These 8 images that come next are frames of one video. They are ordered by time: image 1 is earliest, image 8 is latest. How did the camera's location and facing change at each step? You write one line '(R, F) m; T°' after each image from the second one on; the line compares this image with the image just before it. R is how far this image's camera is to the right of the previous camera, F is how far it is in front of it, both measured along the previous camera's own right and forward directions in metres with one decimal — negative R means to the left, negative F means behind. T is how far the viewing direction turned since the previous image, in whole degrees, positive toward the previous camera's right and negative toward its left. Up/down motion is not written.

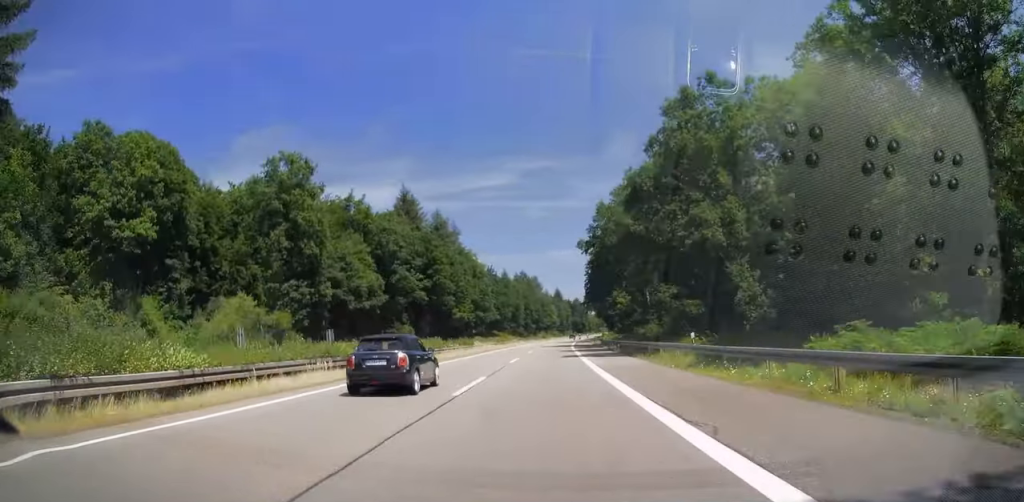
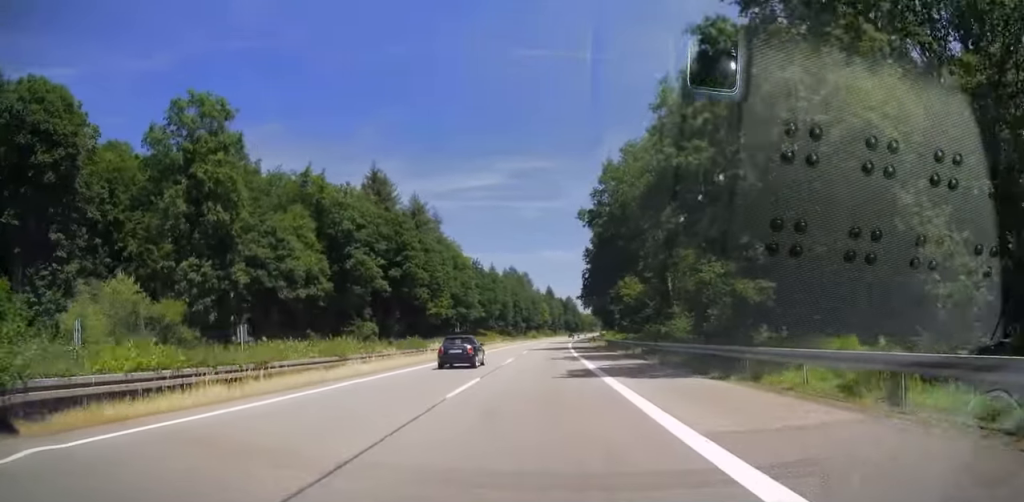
(+0.3, +18.7) m; +1°
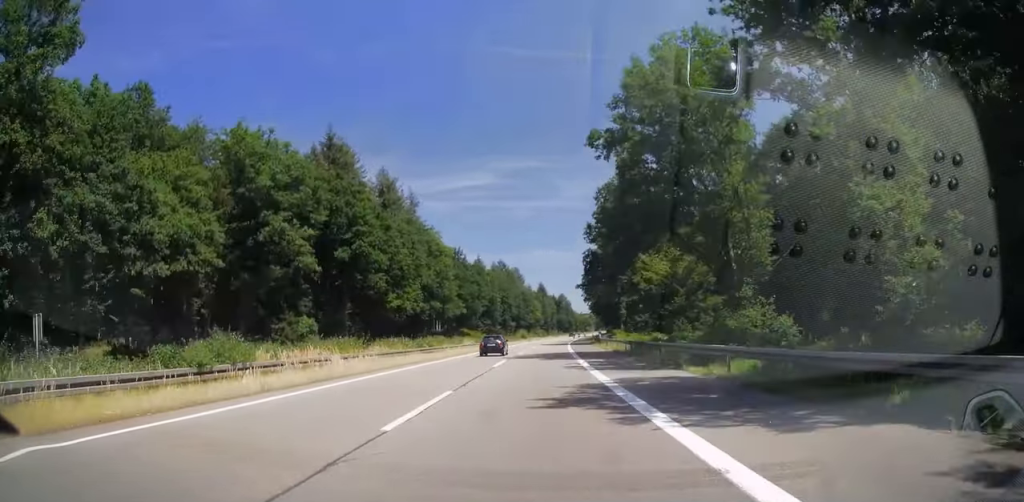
(+0.1, +22.7) m; 0°
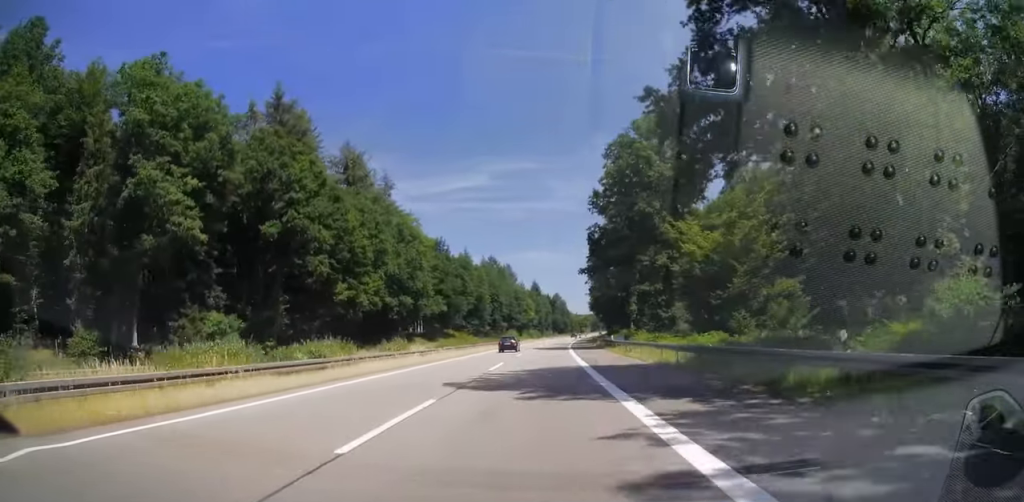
(0.0, +19.7) m; 0°
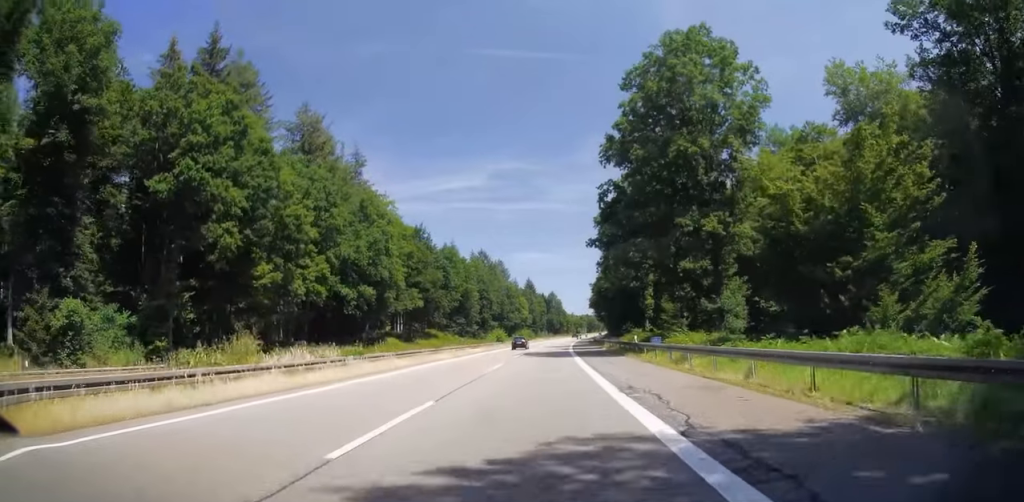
(-0.1, +18.2) m; +1°
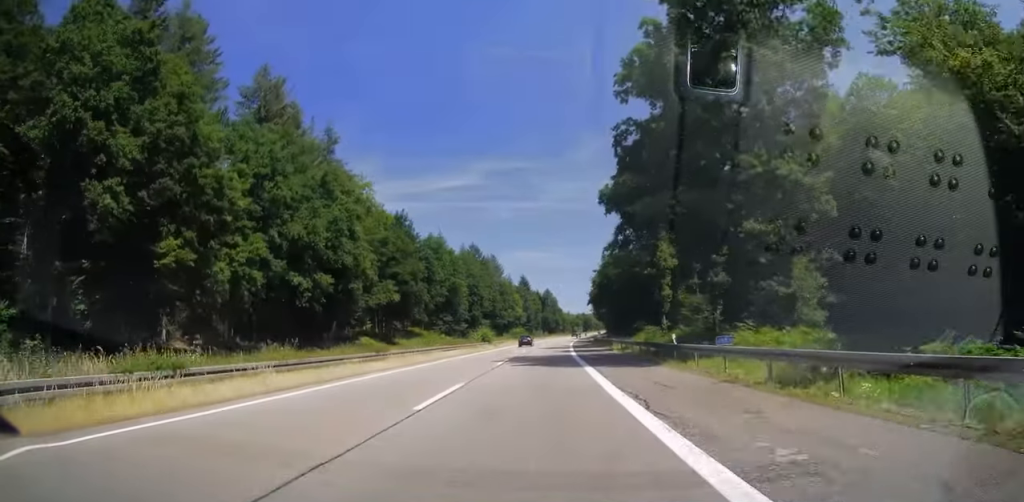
(+0.2, +13.3) m; 0°
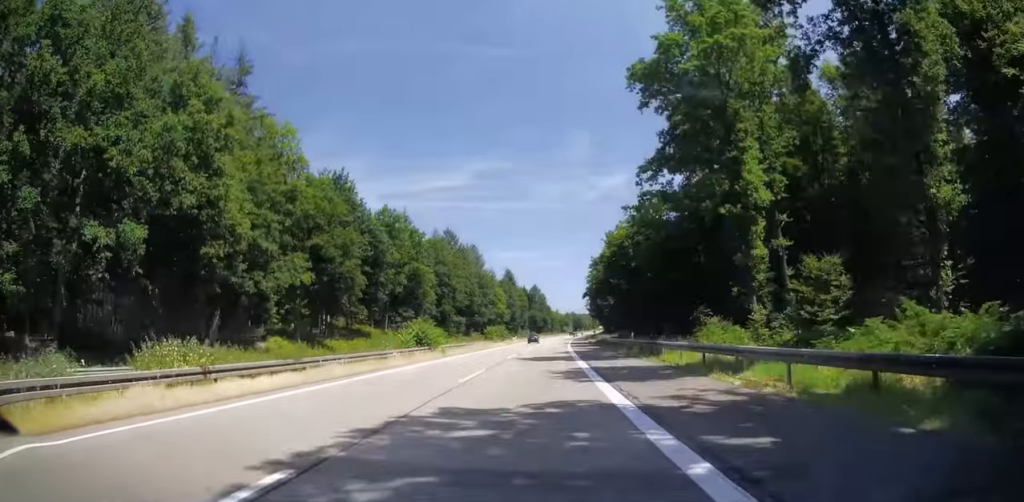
(+0.3, +29.6) m; +1°
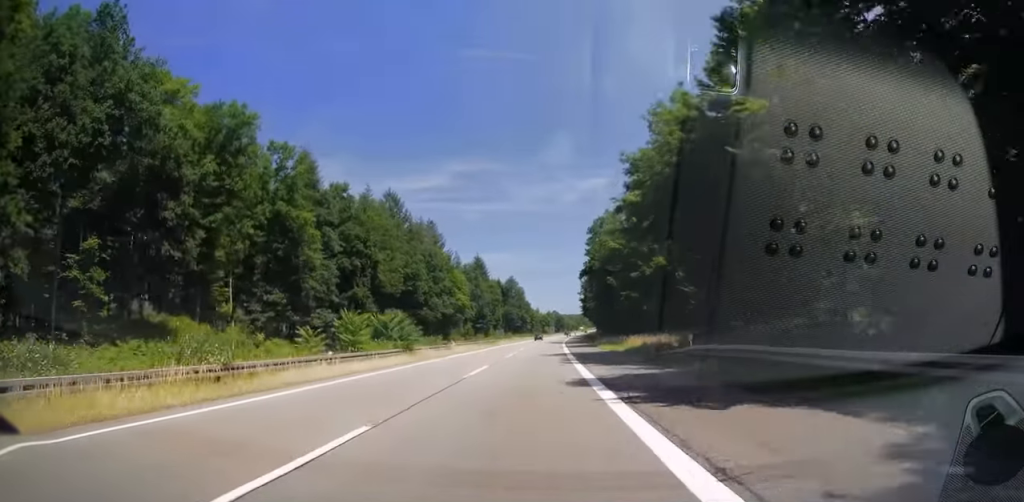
(+0.8, +51.3) m; +2°
